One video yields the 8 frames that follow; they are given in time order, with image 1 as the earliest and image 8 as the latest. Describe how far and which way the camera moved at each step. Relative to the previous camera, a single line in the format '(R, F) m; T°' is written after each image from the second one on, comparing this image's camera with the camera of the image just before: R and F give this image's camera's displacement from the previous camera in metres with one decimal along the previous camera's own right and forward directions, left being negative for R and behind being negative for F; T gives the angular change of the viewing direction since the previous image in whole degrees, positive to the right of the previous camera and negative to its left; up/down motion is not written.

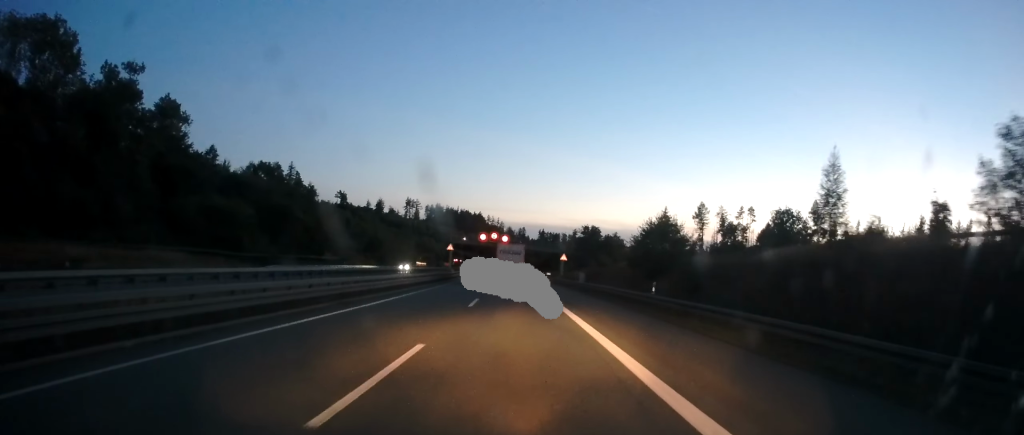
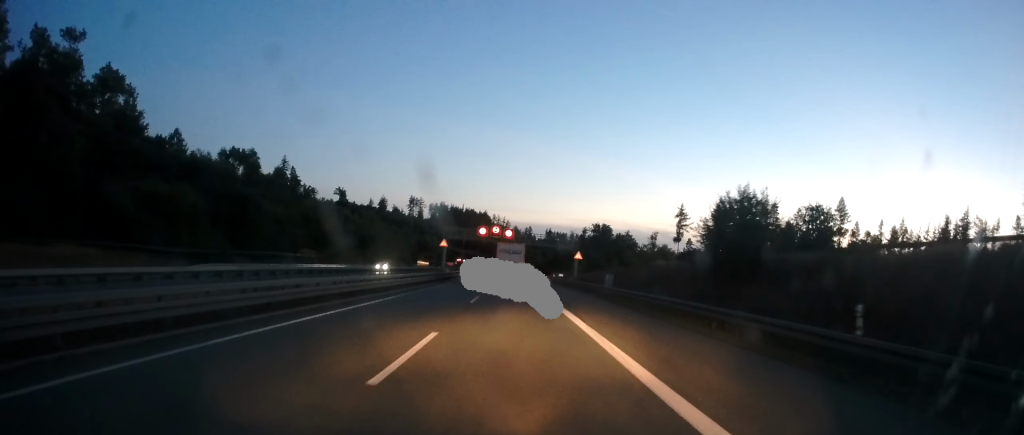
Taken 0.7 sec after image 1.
(-0.3, +15.6) m; -1°
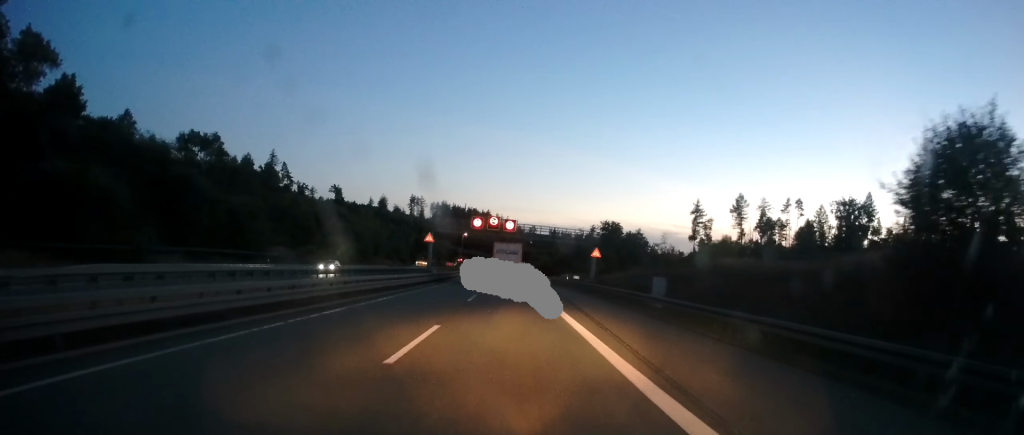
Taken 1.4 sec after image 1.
(-0.2, +16.3) m; -1°
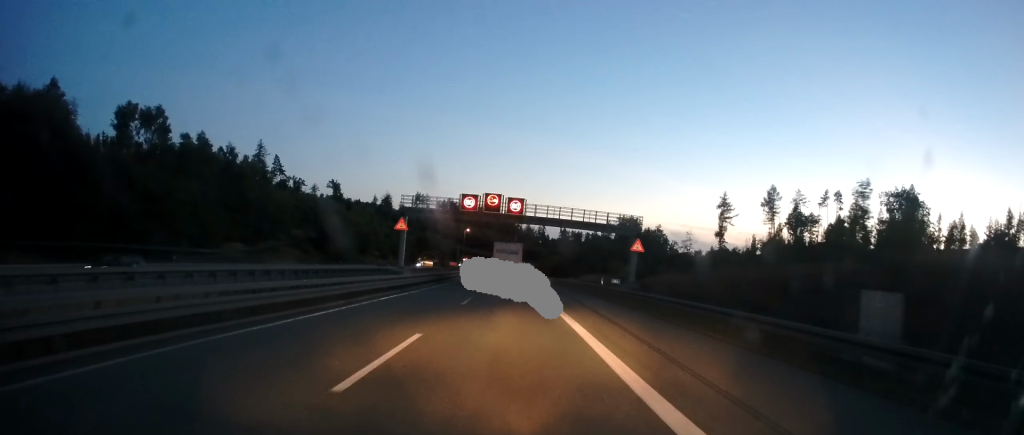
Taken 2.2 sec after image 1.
(+0.1, +20.0) m; -1°
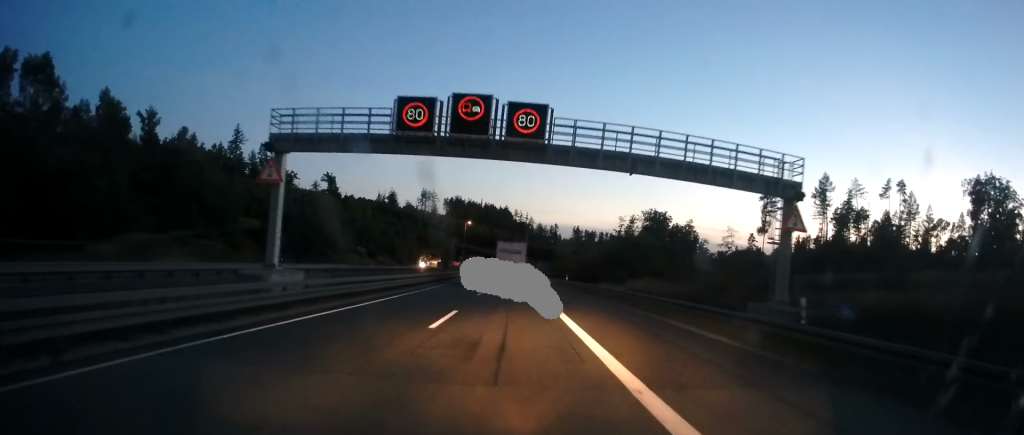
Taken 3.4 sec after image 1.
(-0.3, +27.4) m; -1°
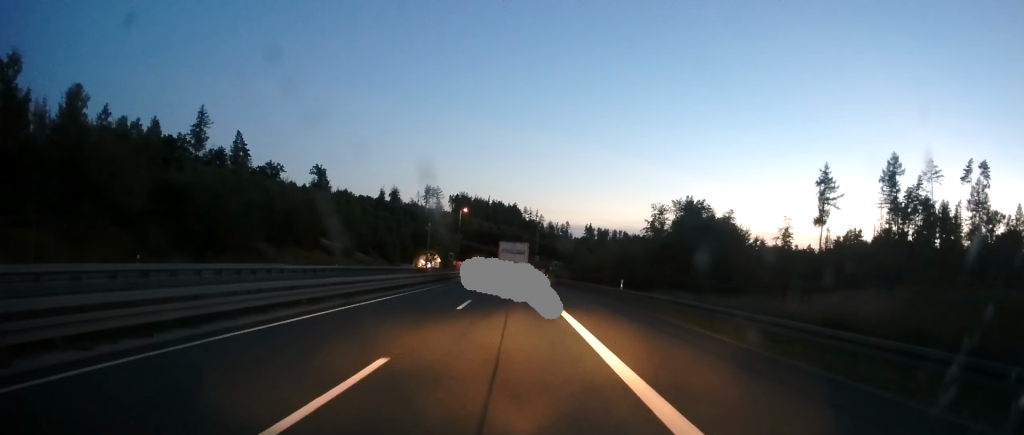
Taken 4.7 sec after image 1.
(-0.2, +29.4) m; -1°
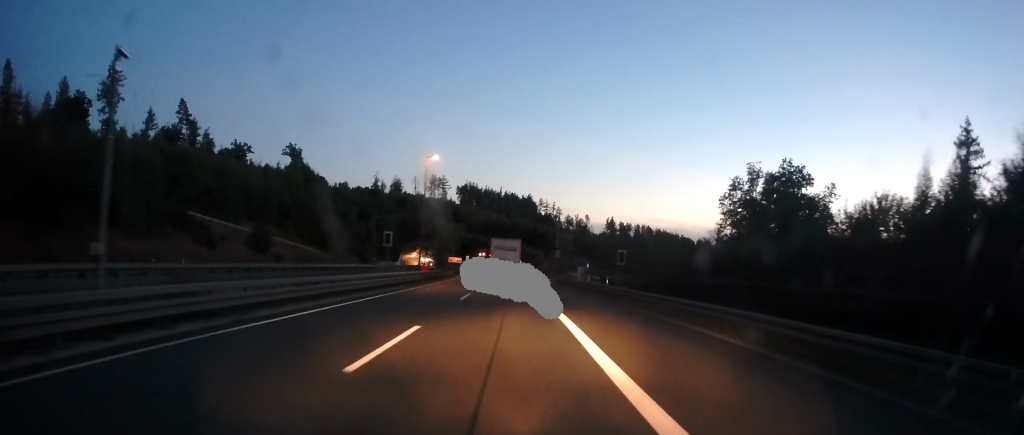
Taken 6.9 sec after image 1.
(-0.9, +49.1) m; -1°
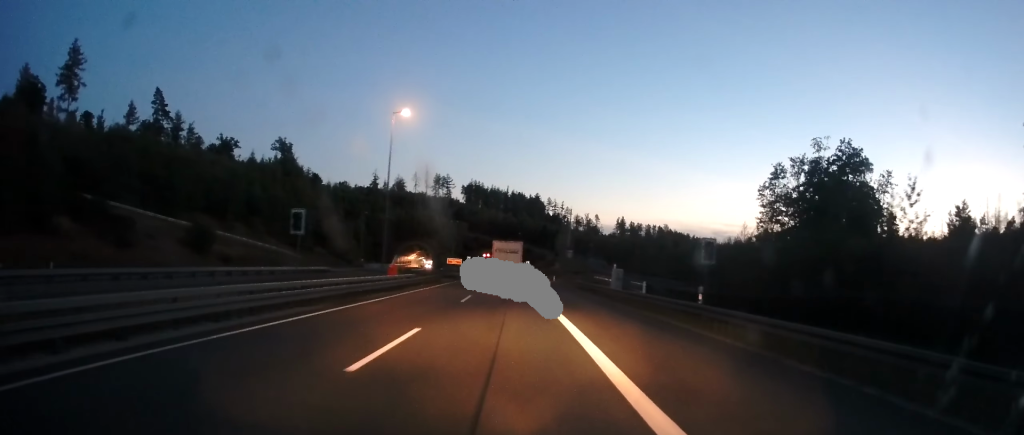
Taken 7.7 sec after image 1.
(0.0, +17.8) m; 0°
